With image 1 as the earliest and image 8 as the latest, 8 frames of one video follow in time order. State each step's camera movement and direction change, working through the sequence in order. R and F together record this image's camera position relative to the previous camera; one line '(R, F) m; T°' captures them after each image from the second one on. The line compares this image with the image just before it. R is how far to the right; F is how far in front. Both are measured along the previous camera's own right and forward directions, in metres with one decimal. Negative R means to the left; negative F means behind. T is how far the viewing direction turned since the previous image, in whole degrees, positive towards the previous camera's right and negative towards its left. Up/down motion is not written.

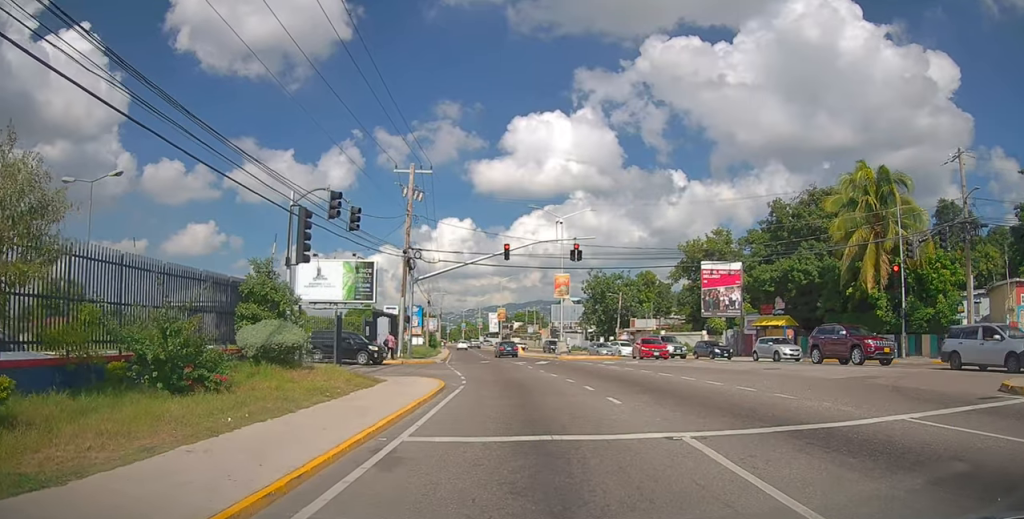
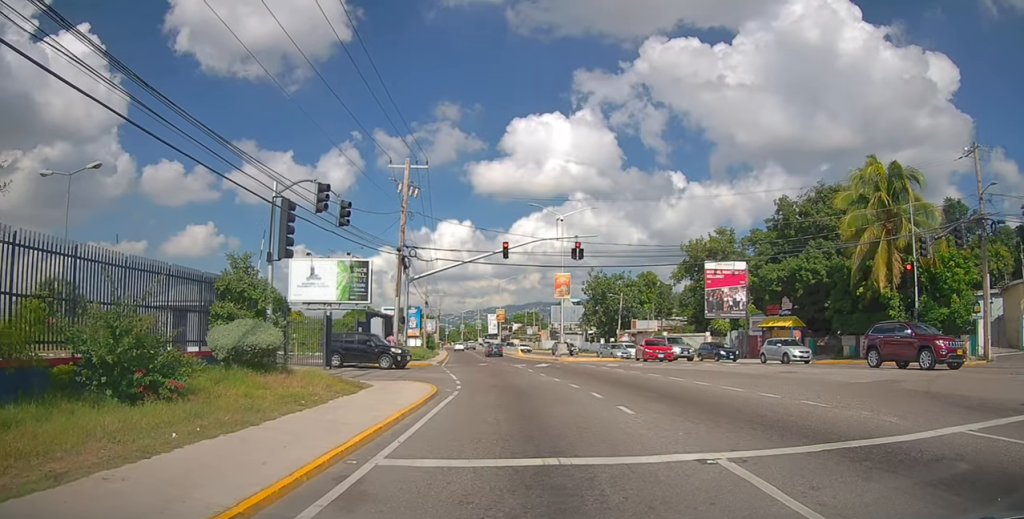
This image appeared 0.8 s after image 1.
(0.0, +1.5) m; -1°
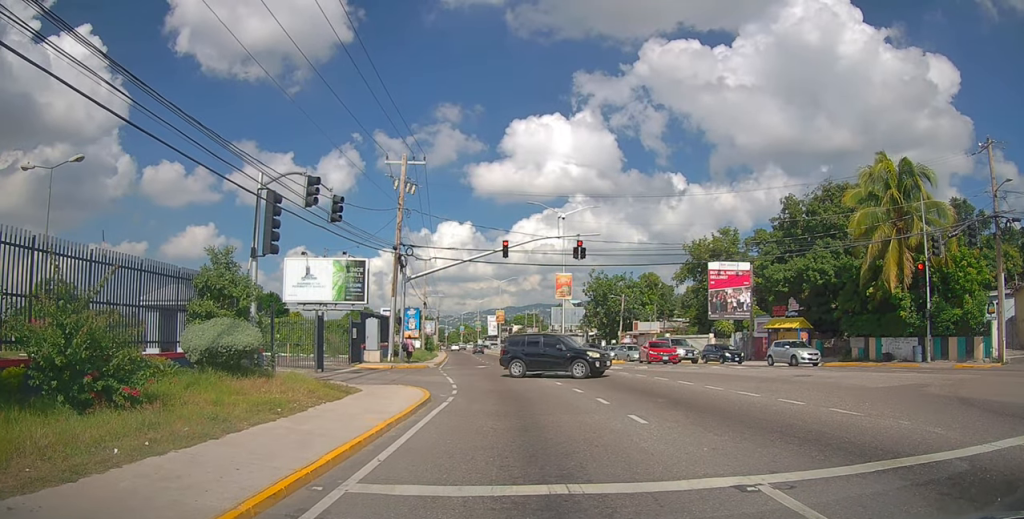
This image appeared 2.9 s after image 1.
(-0.2, +1.5) m; 0°
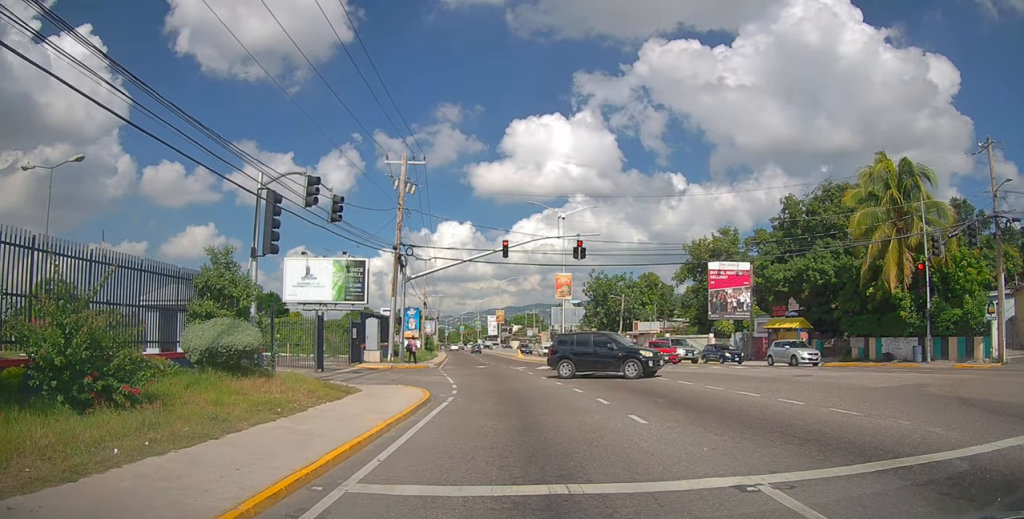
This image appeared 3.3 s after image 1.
(0.0, 0.0) m; 0°
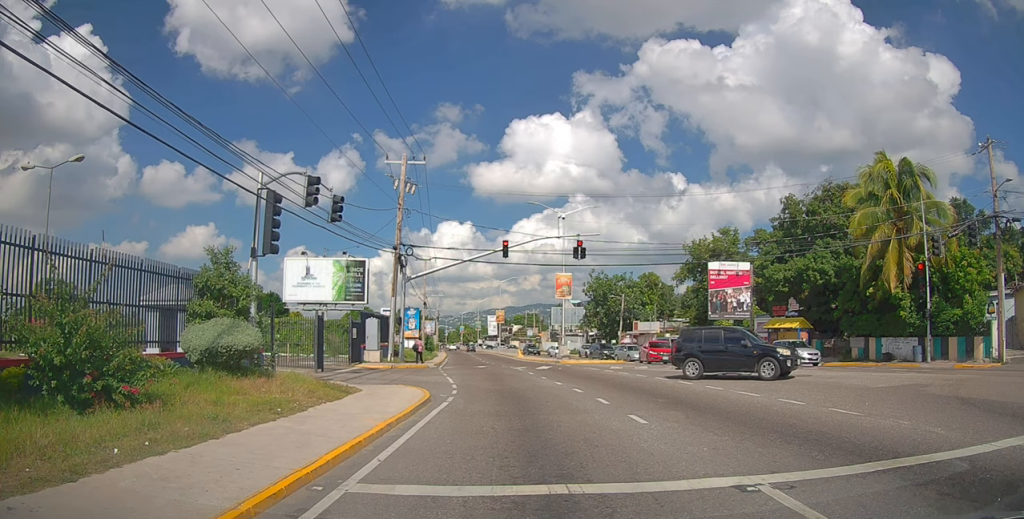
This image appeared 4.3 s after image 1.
(0.0, 0.0) m; 0°
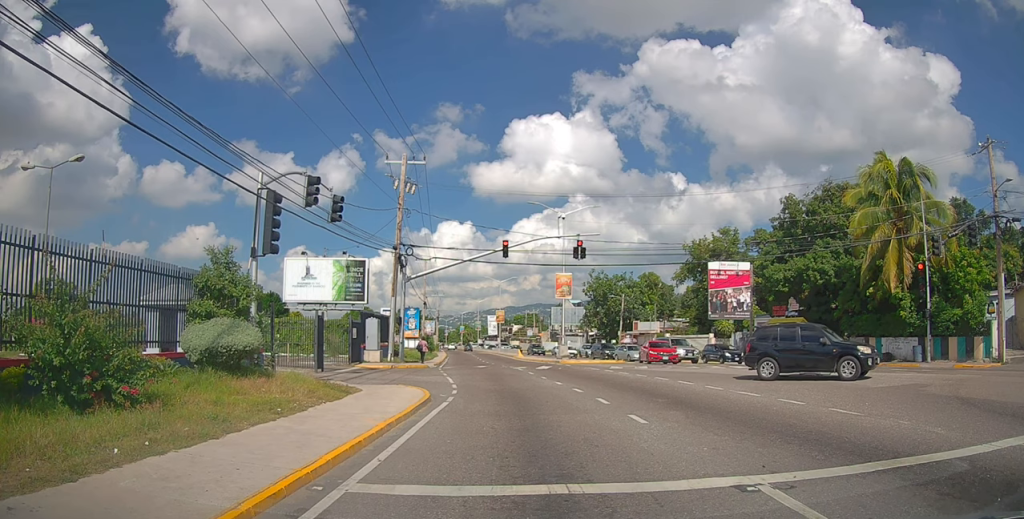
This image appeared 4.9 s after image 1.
(0.0, 0.0) m; 0°
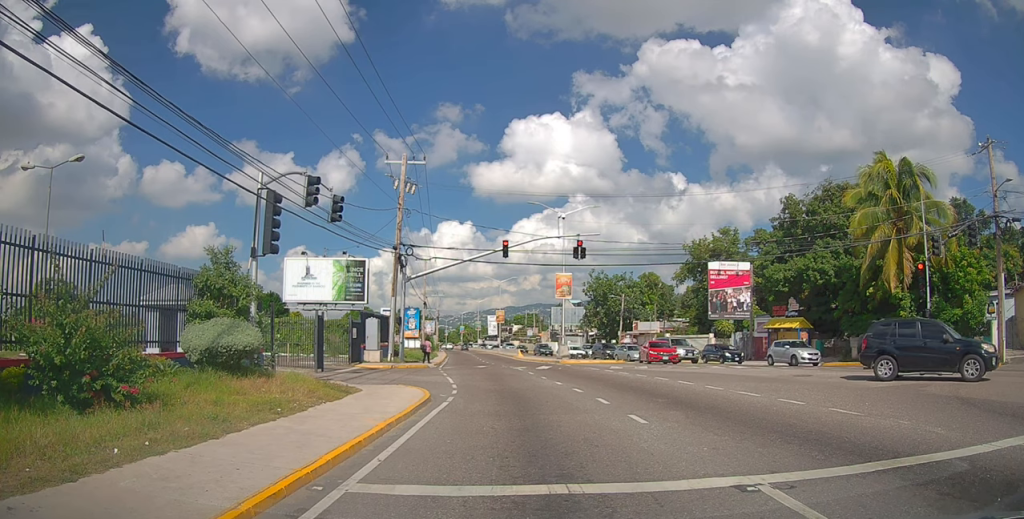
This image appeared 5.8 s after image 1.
(0.0, 0.0) m; 0°
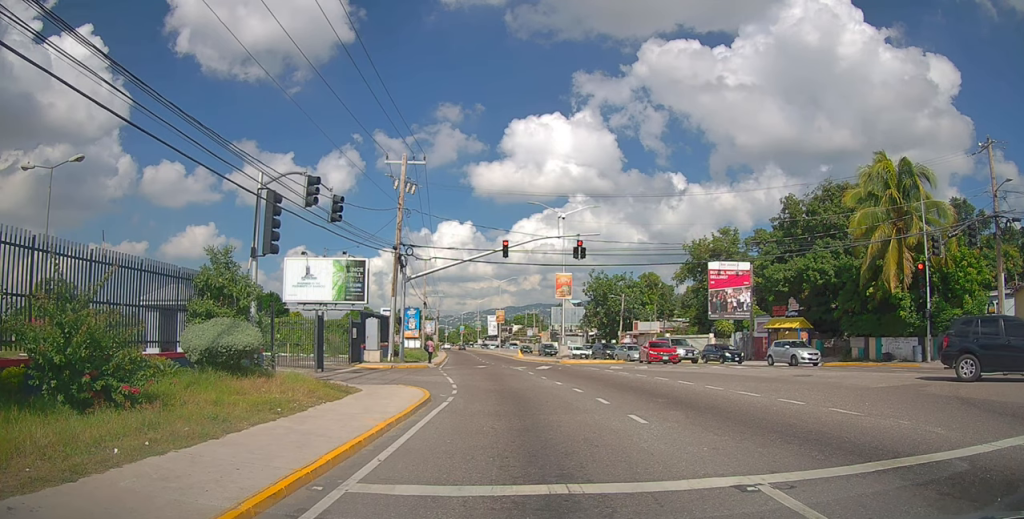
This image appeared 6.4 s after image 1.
(0.0, 0.0) m; 0°
